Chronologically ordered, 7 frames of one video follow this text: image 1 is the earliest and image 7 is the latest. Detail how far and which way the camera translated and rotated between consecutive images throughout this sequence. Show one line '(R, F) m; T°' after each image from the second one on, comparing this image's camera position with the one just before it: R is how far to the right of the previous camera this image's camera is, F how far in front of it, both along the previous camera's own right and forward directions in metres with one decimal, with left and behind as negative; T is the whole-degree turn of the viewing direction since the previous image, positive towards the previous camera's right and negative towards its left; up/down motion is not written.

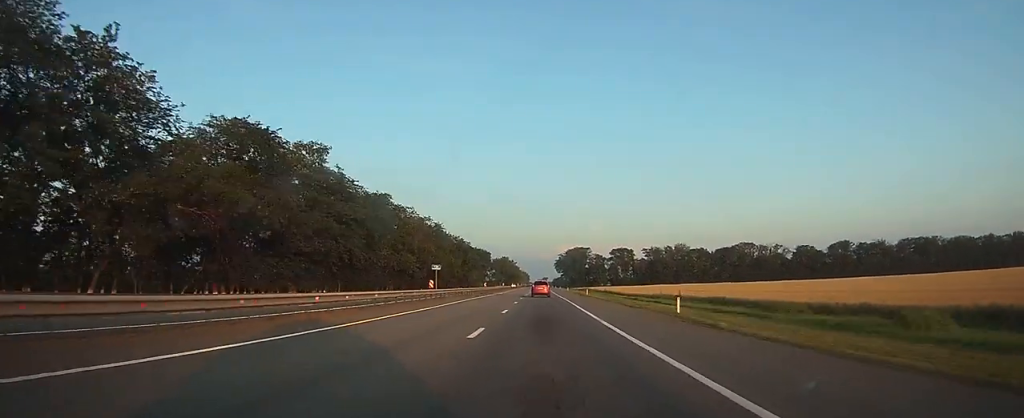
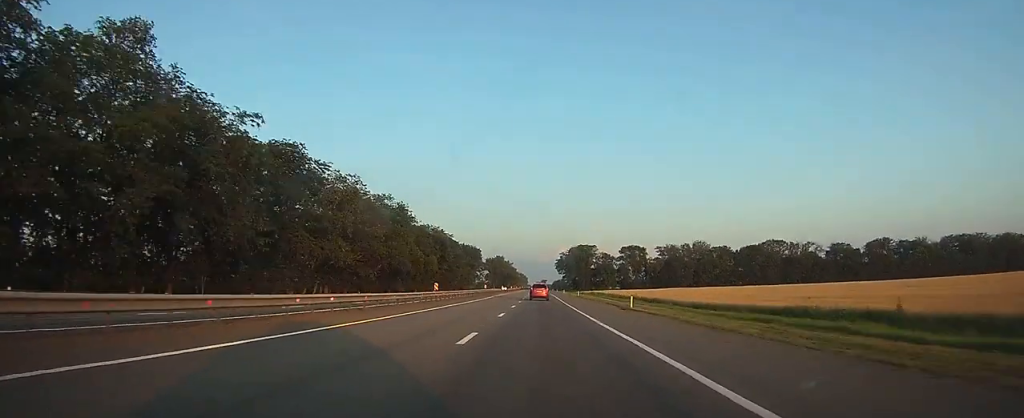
(0.0, +37.2) m; 0°
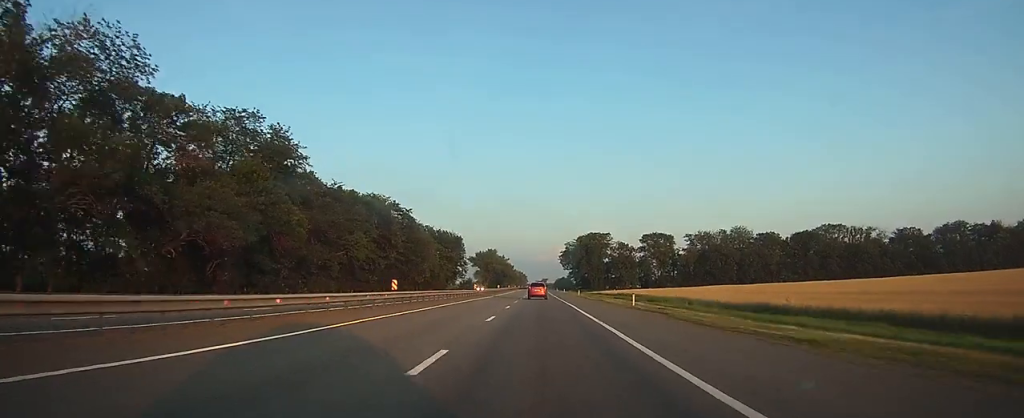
(+0.1, +52.4) m; 0°
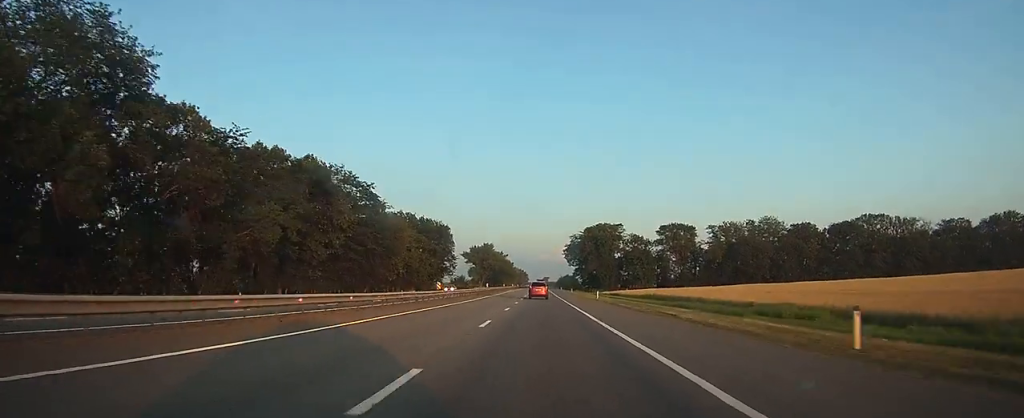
(+0.1, +26.5) m; 0°
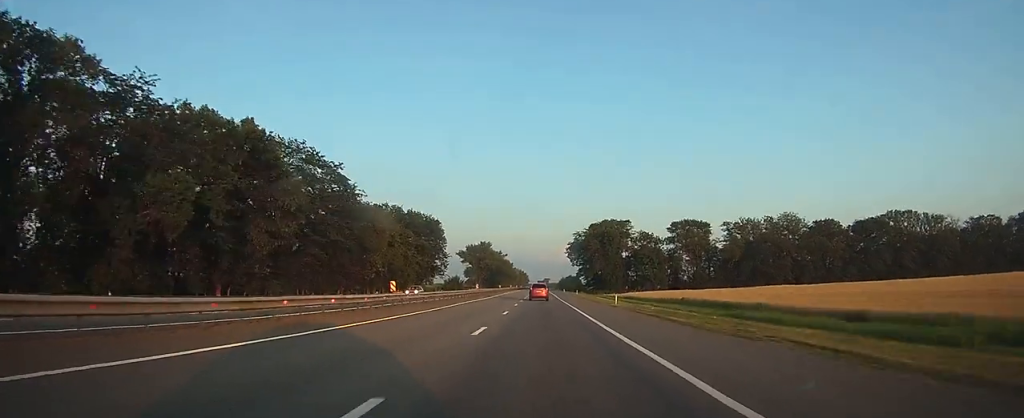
(0.0, +14.2) m; 0°
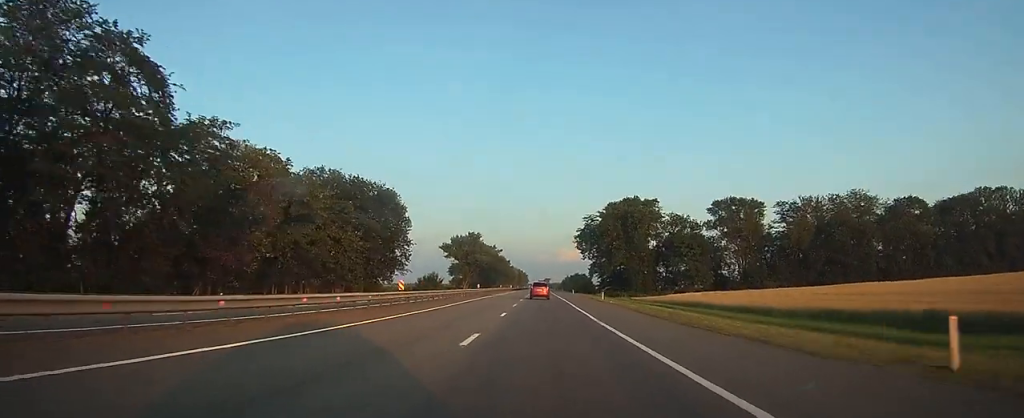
(0.0, +38.6) m; 0°
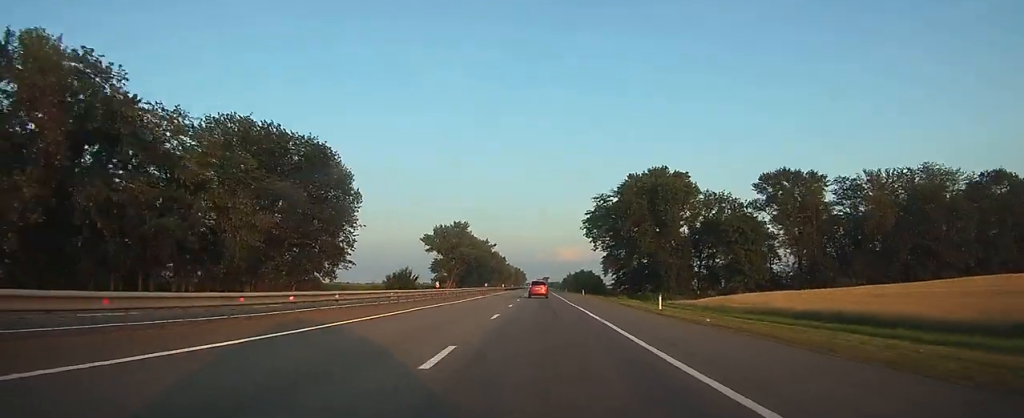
(0.0, +28.0) m; 0°
